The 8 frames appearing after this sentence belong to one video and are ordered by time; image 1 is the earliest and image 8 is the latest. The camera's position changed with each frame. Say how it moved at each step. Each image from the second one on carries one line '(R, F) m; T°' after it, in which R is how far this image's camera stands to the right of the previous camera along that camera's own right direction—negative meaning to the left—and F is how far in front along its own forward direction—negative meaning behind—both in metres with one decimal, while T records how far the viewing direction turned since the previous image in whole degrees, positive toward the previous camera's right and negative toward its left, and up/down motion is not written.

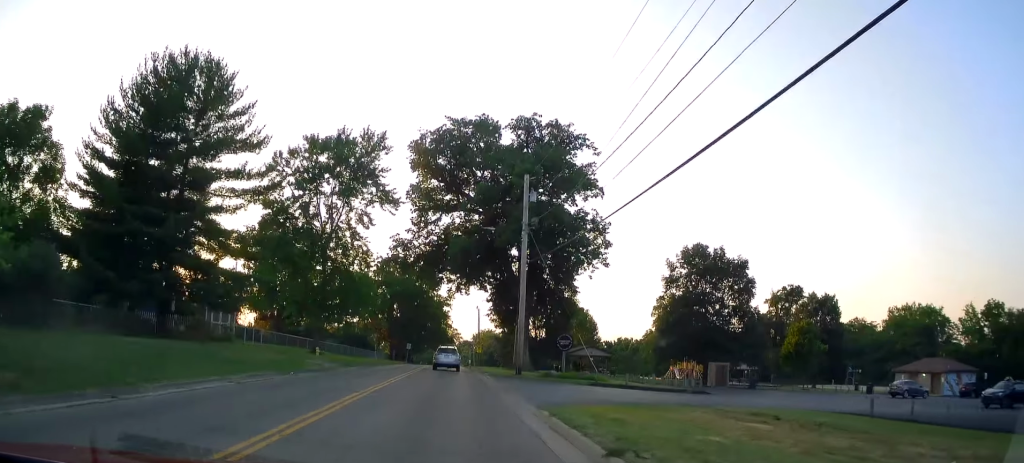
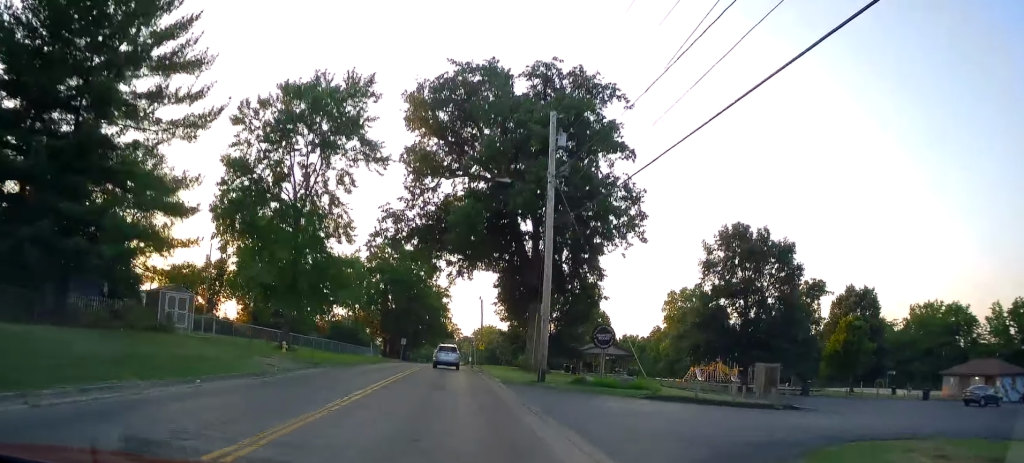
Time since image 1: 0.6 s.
(0.0, +9.2) m; +2°
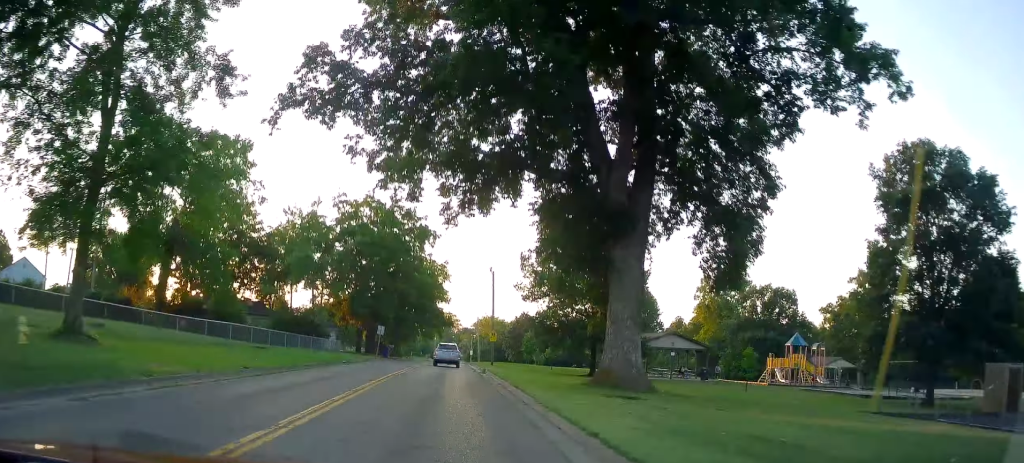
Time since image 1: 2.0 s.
(+1.0, +23.9) m; +1°
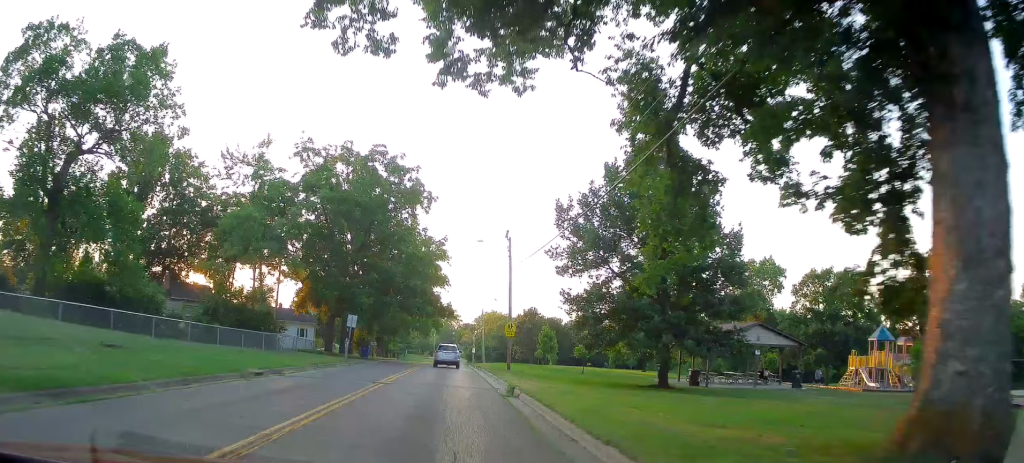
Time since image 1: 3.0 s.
(-0.8, +16.0) m; -2°
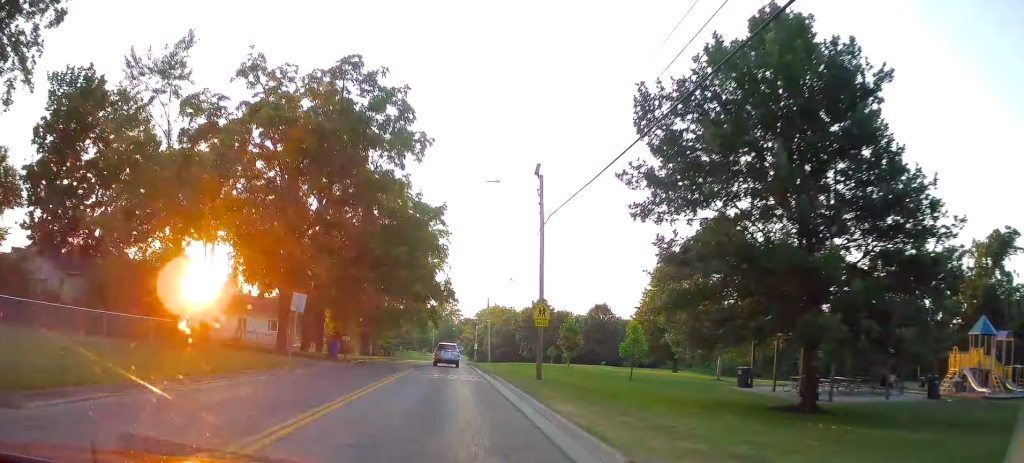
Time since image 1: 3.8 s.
(+0.3, +14.1) m; -1°
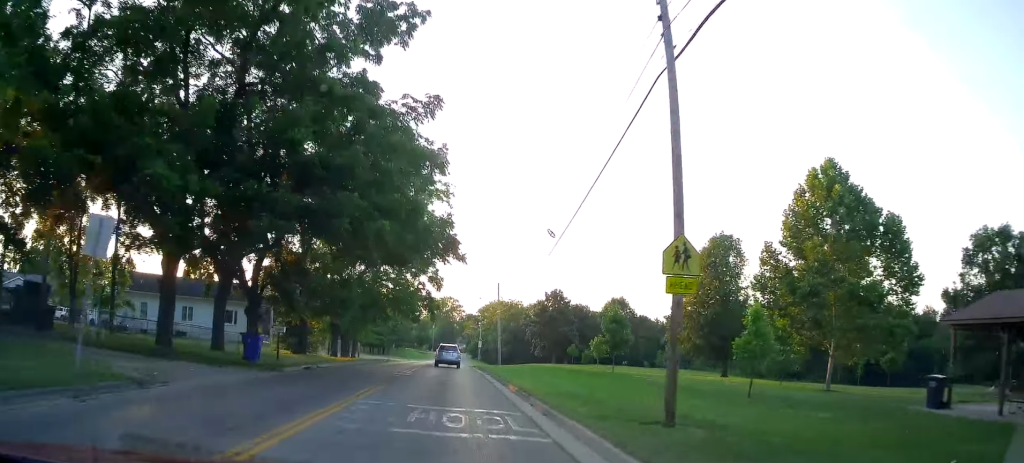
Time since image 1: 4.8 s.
(-0.5, +15.8) m; 0°
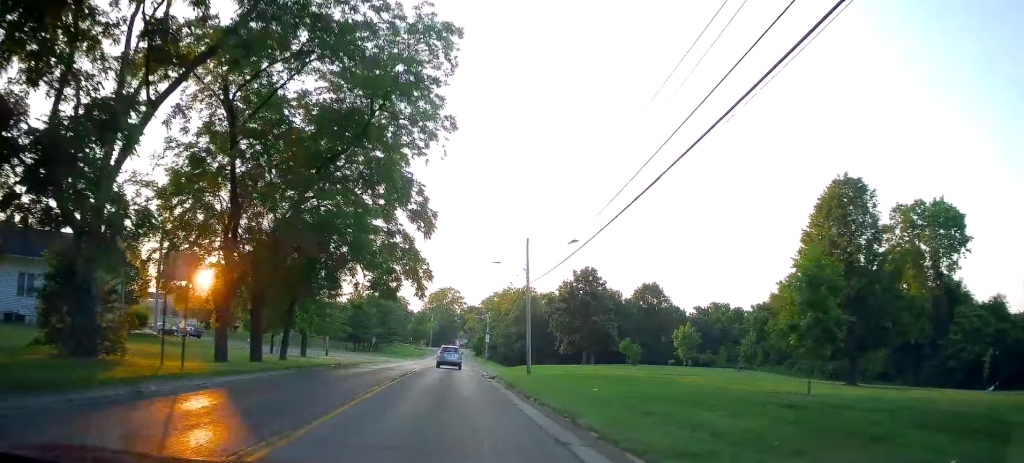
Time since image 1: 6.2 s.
(+1.0, +24.3) m; +3°
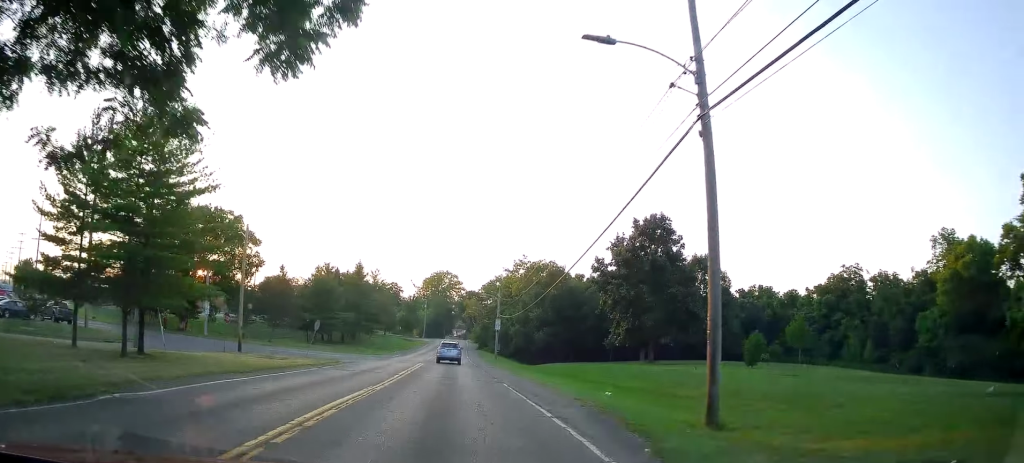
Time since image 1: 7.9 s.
(-0.6, +28.5) m; -1°
